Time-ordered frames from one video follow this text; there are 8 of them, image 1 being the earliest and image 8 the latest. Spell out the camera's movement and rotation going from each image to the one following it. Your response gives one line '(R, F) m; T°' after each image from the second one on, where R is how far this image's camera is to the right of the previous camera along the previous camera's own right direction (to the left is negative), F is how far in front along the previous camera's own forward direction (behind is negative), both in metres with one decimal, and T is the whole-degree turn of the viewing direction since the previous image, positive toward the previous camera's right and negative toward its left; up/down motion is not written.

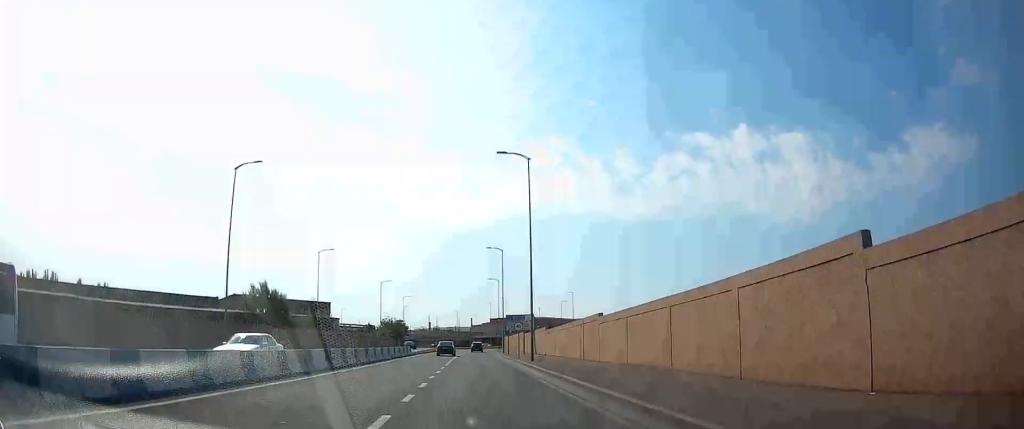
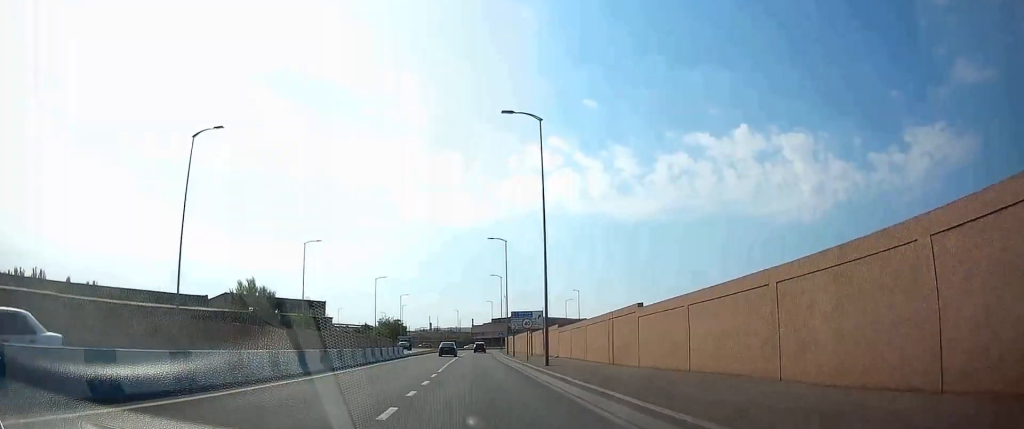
(-0.2, +7.4) m; 0°
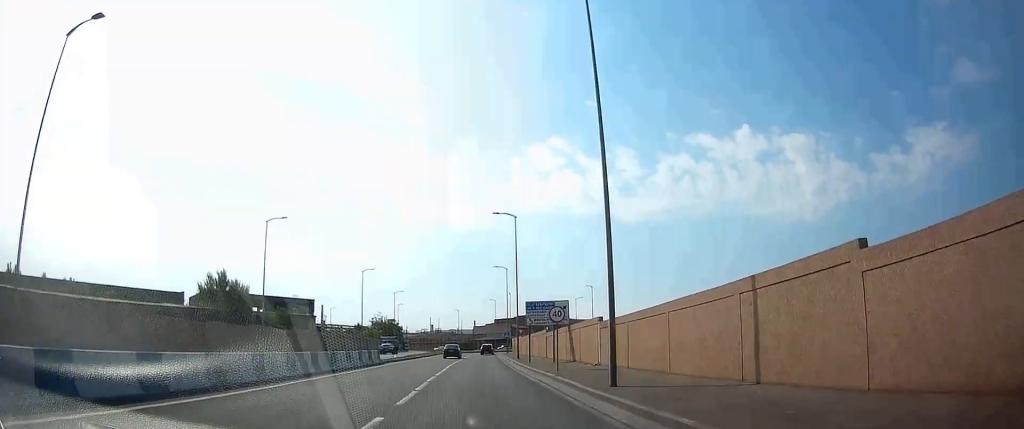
(-0.3, +14.7) m; 0°
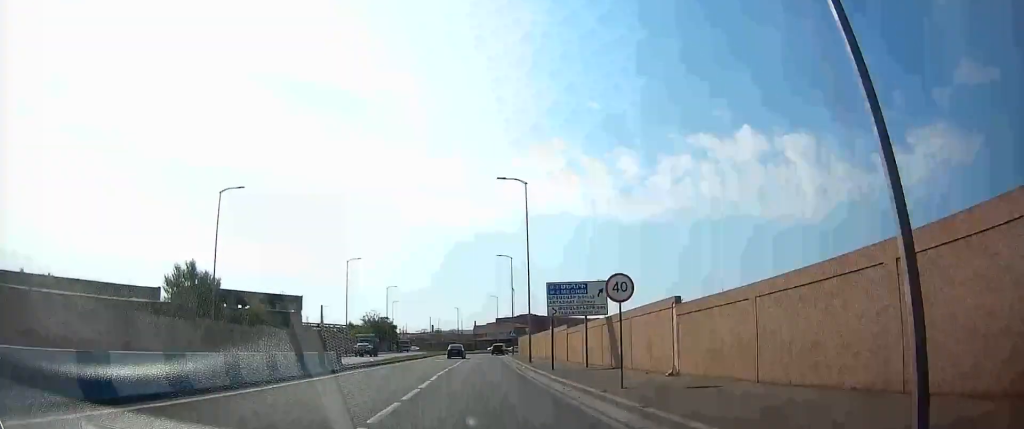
(+0.4, +11.8) m; 0°
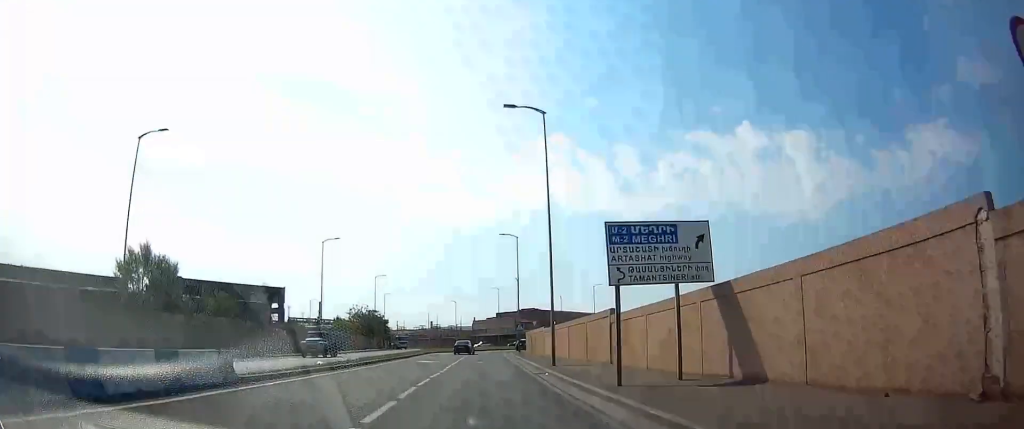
(-0.1, +12.2) m; -1°
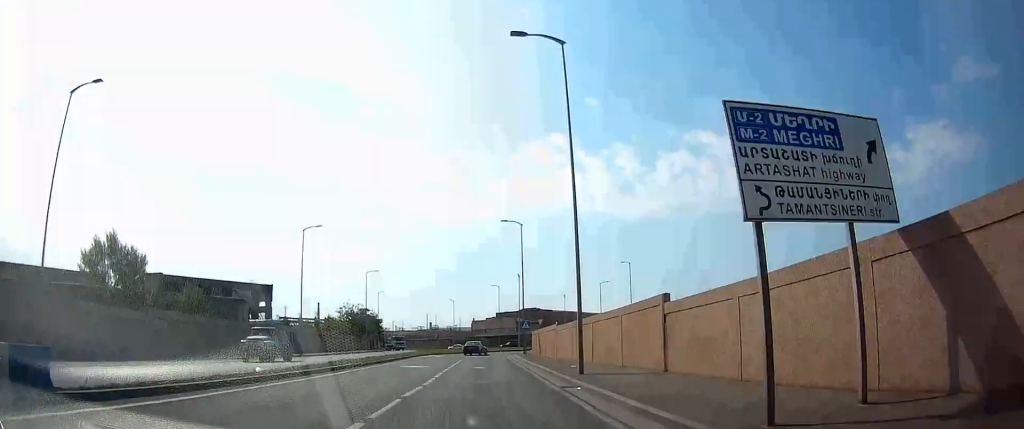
(-0.1, +7.2) m; -1°
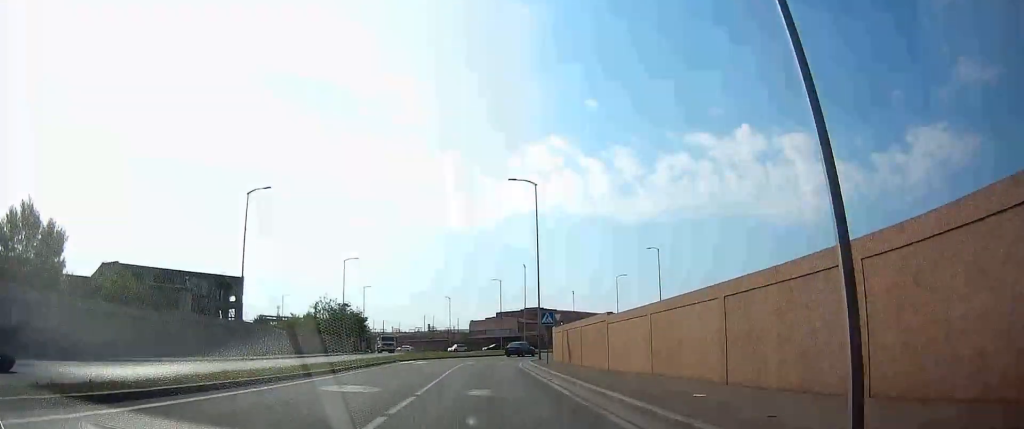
(0.0, +14.8) m; 0°
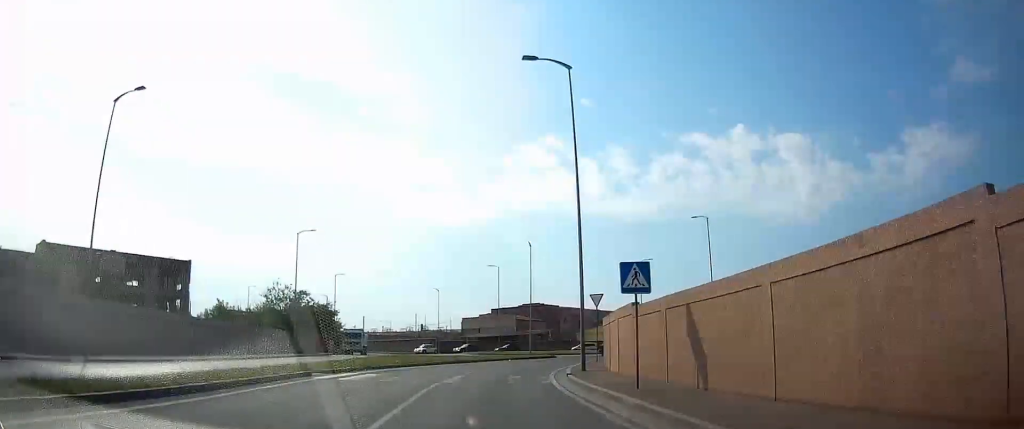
(0.0, +20.7) m; +1°
